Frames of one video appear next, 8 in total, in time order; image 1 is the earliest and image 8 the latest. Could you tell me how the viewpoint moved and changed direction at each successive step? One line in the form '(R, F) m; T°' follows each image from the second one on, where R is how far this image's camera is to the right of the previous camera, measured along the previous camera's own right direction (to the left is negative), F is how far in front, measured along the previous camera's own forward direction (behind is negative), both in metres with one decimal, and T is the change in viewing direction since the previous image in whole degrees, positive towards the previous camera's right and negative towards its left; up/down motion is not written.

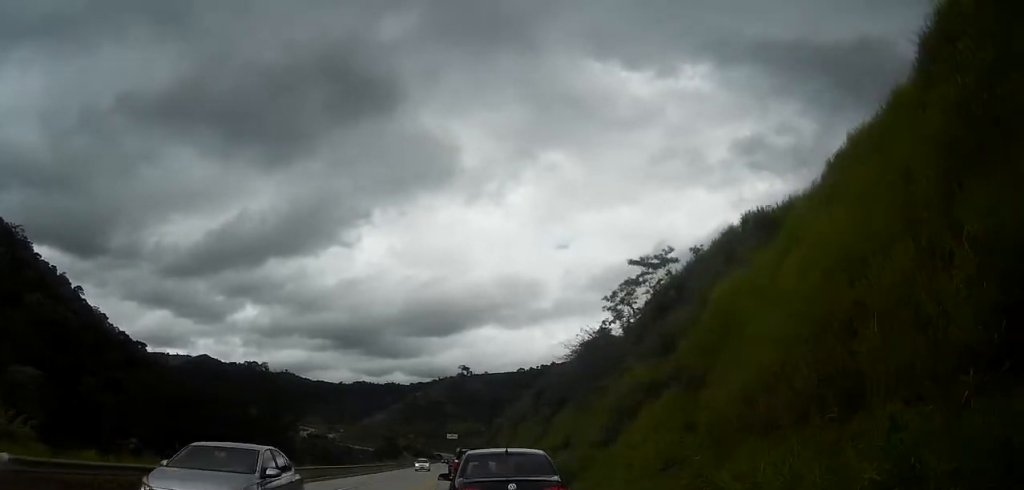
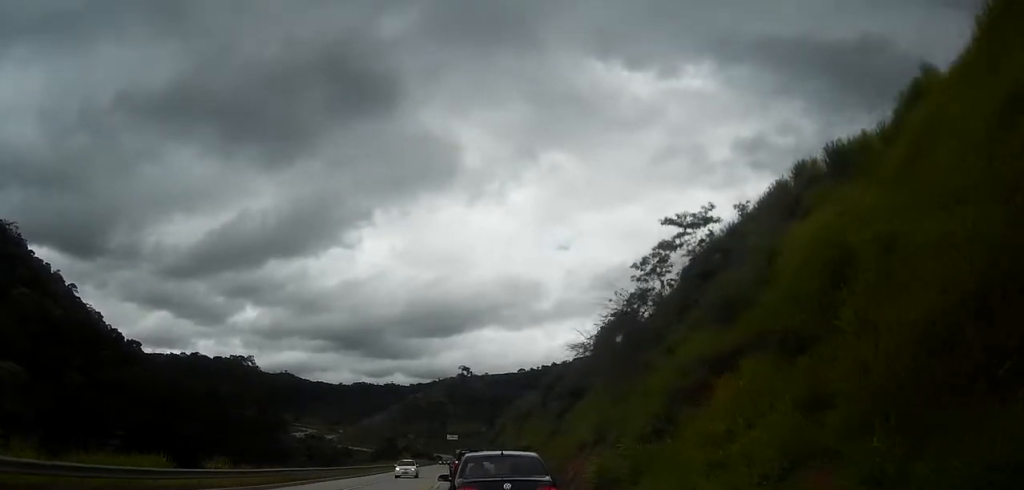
(0.0, +8.3) m; 0°
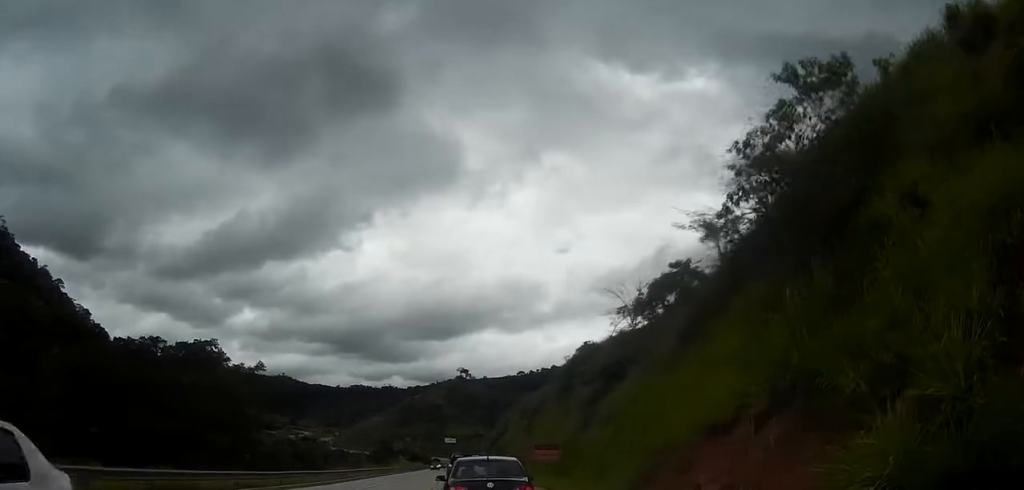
(-0.1, +16.5) m; 0°
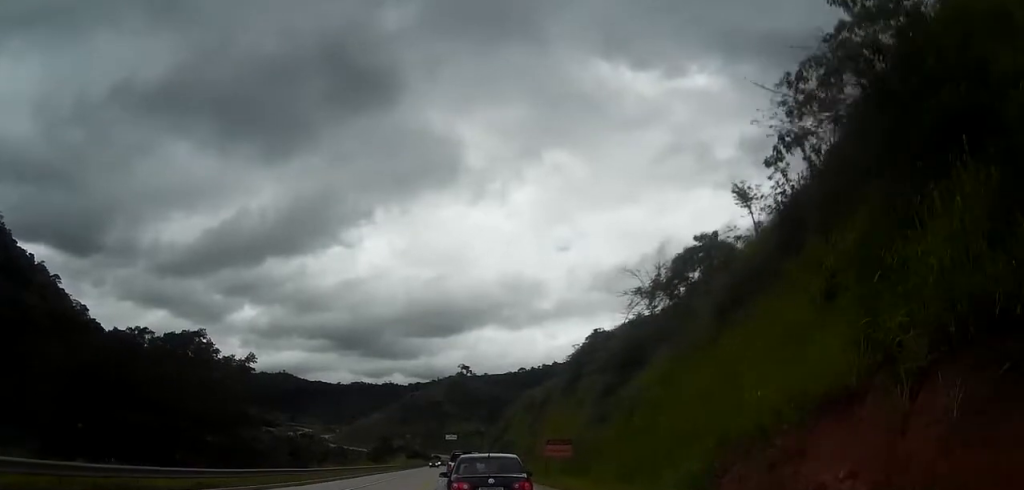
(+0.1, +4.9) m; 0°
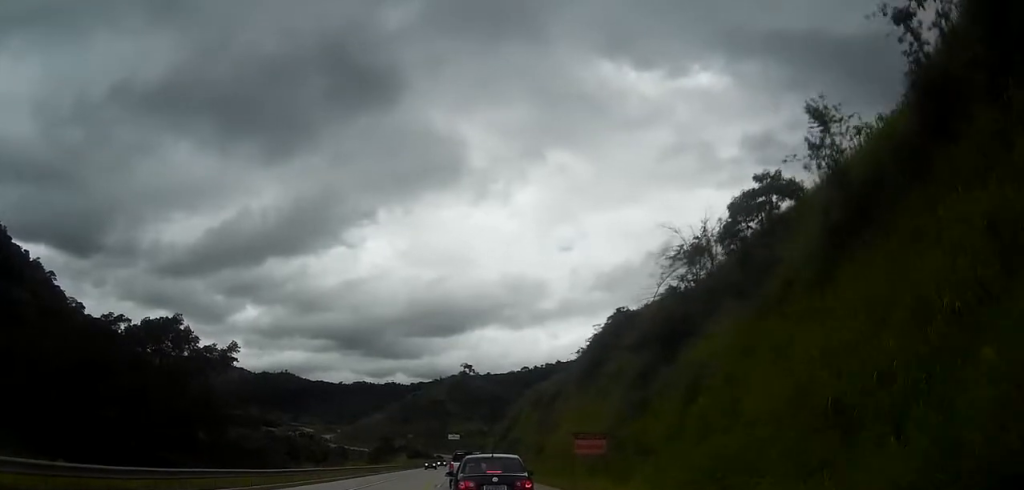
(-0.1, +8.9) m; -1°
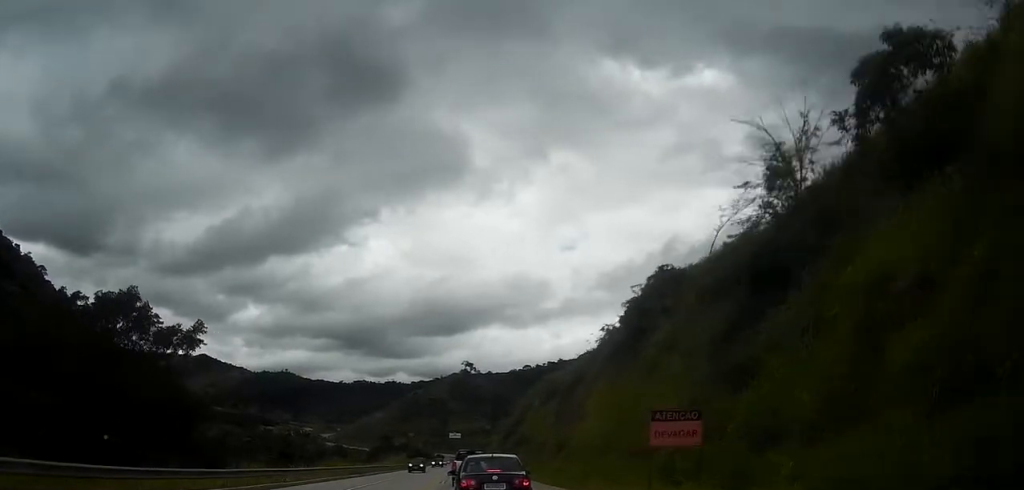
(0.0, +12.6) m; +1°
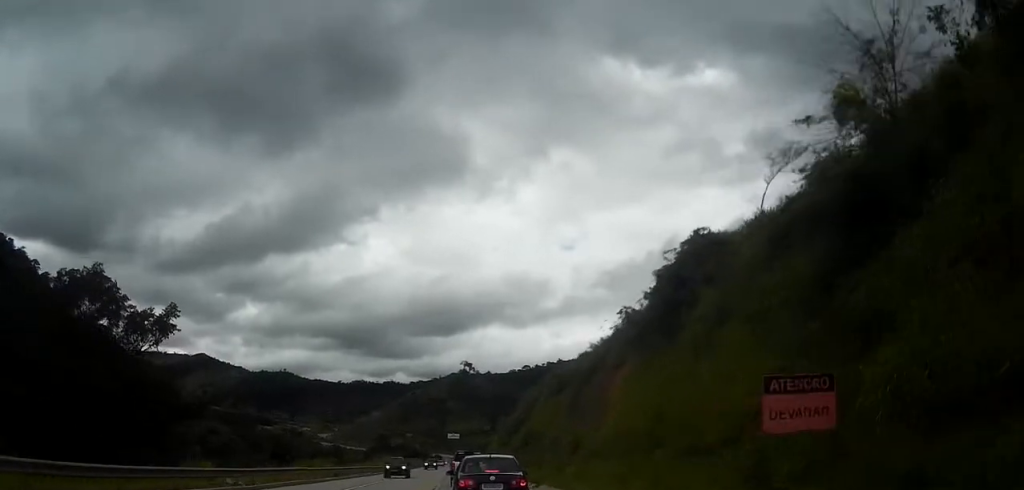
(+0.1, +7.6) m; +1°
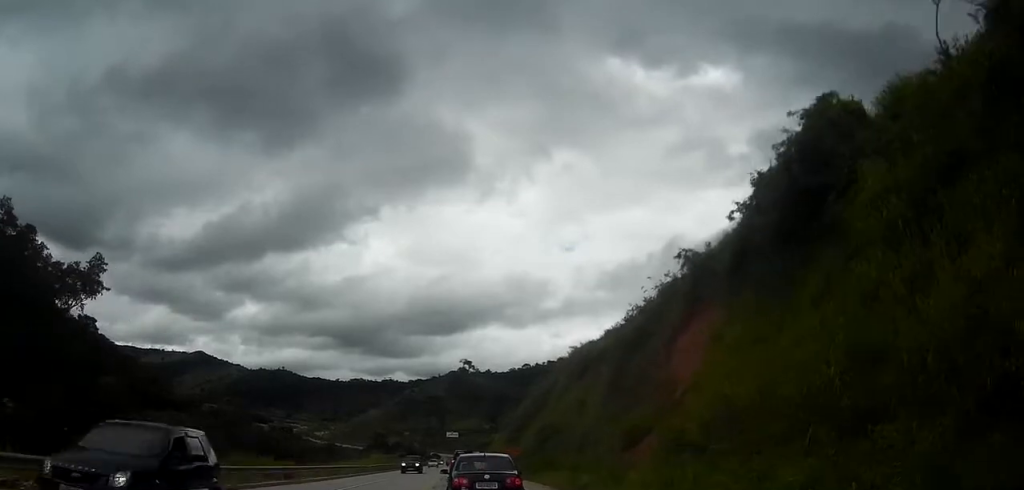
(0.0, +15.6) m; 0°
